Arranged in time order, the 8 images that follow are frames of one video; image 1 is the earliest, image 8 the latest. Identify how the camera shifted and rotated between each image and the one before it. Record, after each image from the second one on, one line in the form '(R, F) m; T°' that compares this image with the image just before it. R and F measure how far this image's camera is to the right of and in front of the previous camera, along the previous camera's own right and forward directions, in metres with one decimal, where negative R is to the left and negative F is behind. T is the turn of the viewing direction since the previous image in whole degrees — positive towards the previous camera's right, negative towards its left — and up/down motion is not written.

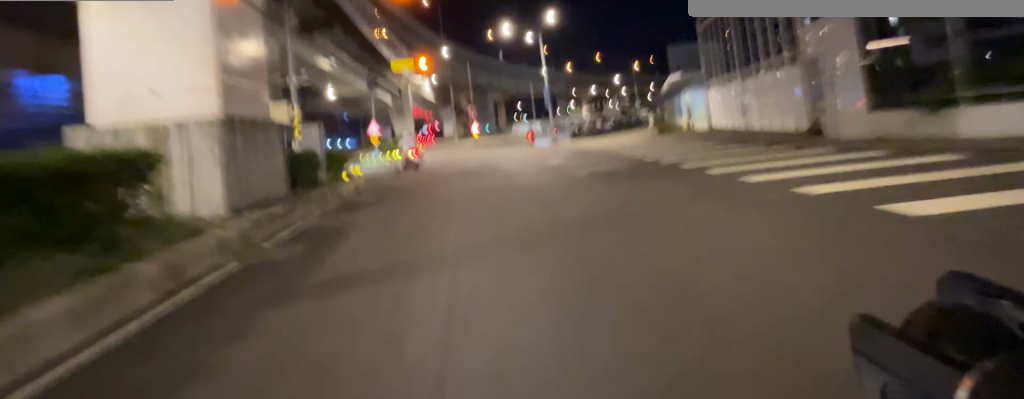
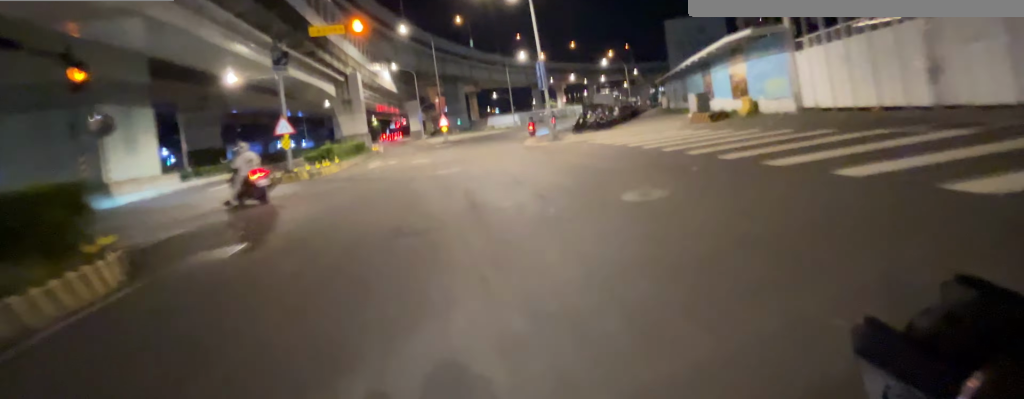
(+0.2, +10.4) m; +2°
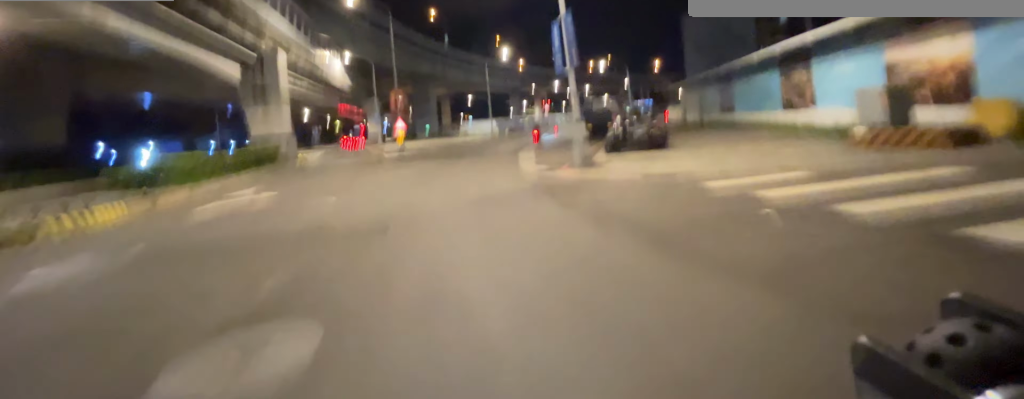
(+0.1, +10.8) m; +4°
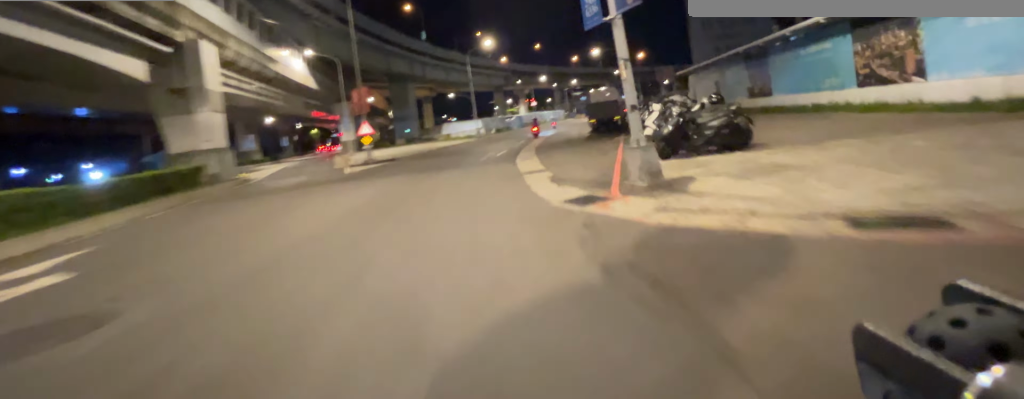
(+0.3, +4.9) m; +2°
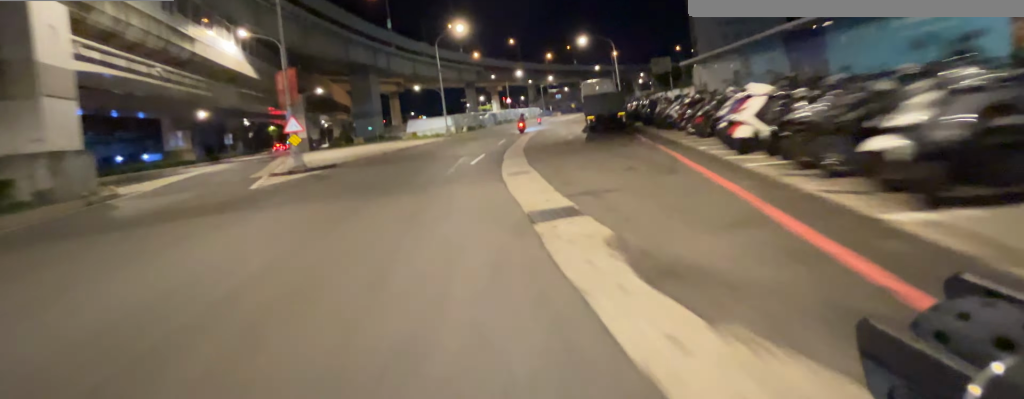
(+0.1, +5.3) m; +3°
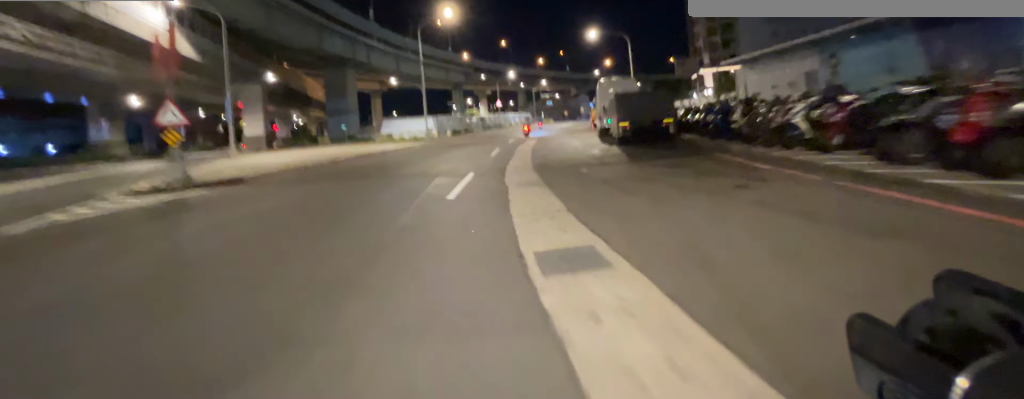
(-0.1, +5.4) m; +3°
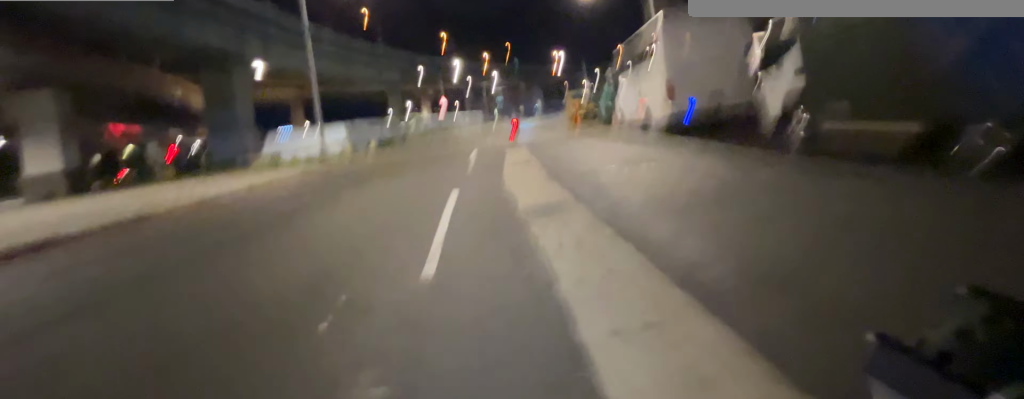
(+1.0, +9.6) m; +9°
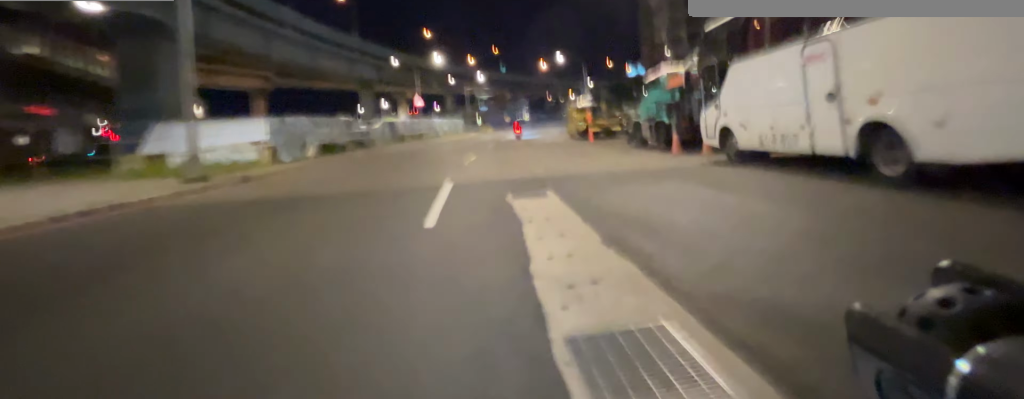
(+0.1, +5.5) m; +2°
